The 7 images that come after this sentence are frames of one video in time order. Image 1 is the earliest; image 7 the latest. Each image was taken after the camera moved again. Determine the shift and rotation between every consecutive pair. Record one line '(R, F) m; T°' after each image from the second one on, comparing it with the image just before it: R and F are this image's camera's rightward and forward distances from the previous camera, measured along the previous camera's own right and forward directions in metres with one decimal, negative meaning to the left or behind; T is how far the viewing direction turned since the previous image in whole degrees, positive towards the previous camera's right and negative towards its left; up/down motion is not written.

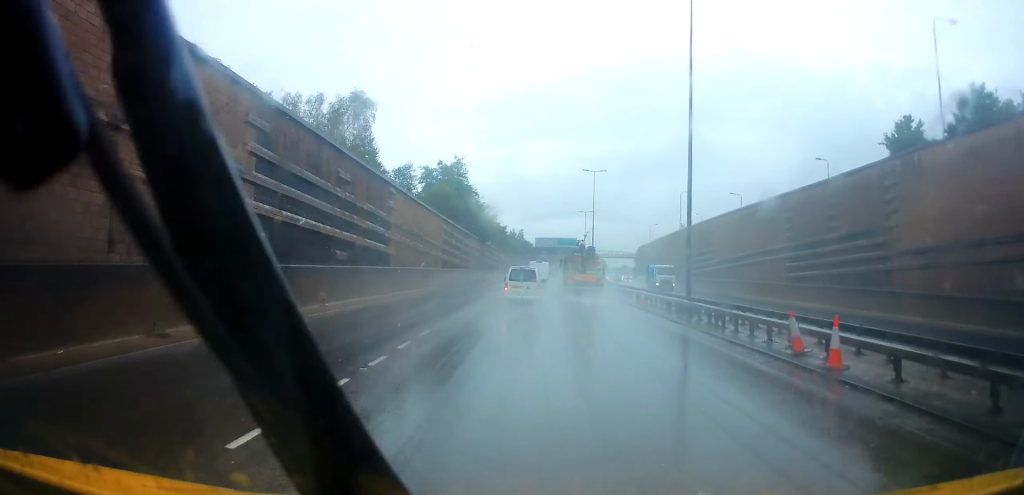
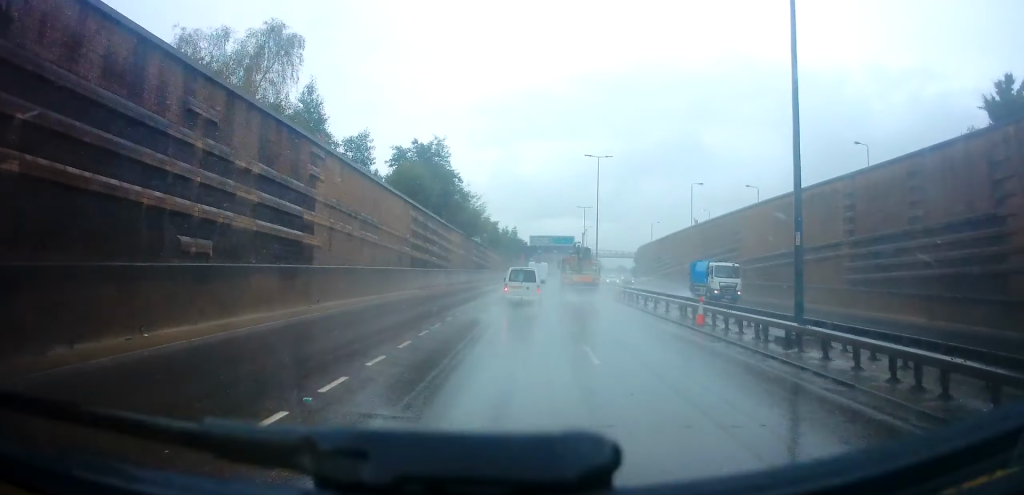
(+0.2, +10.2) m; +1°
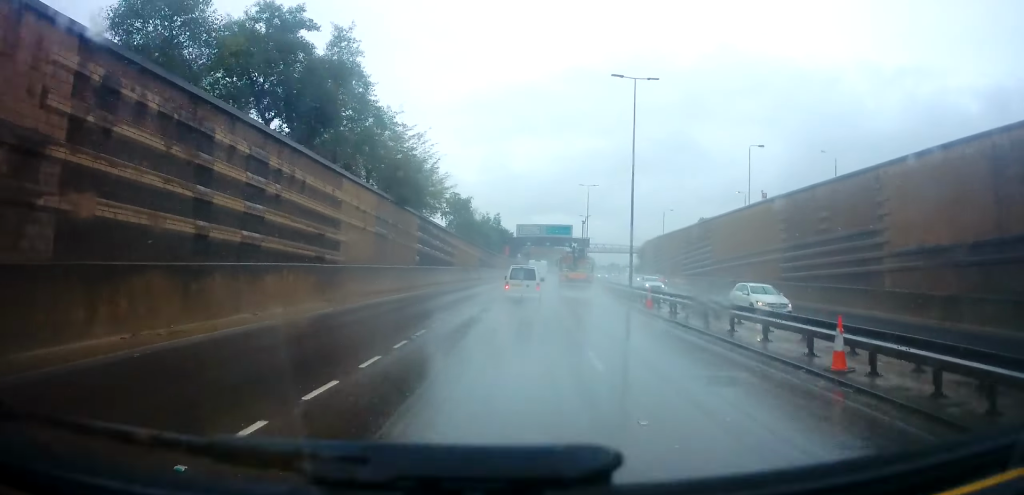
(+0.6, +27.4) m; +2°
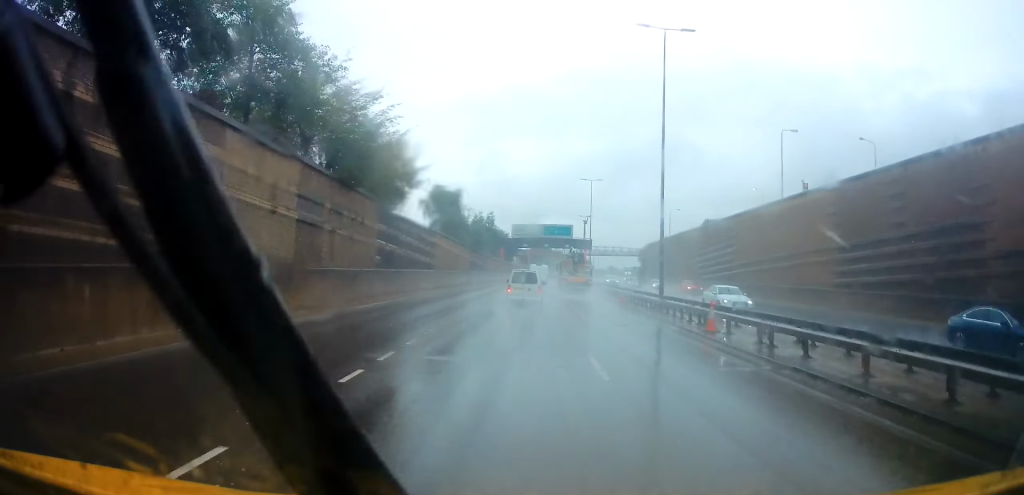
(0.0, +9.4) m; +1°
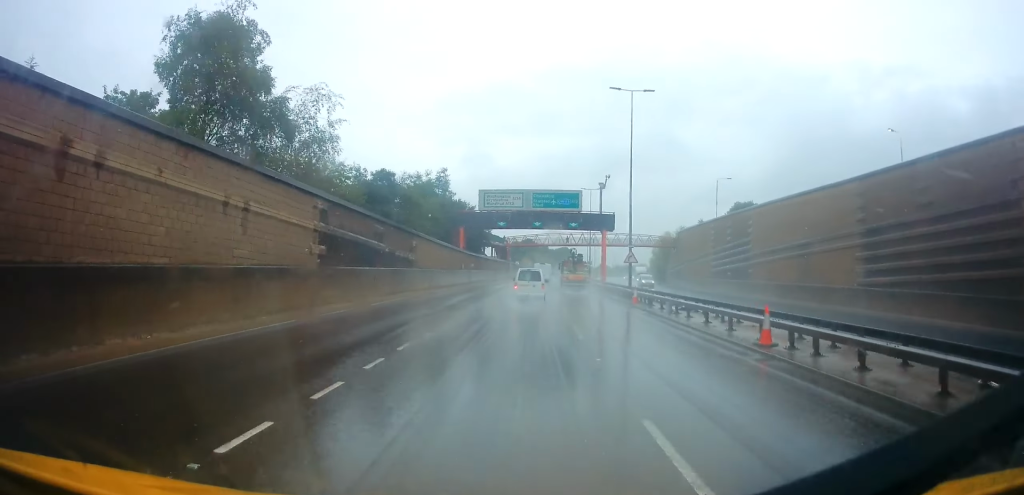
(+0.2, +40.4) m; +1°
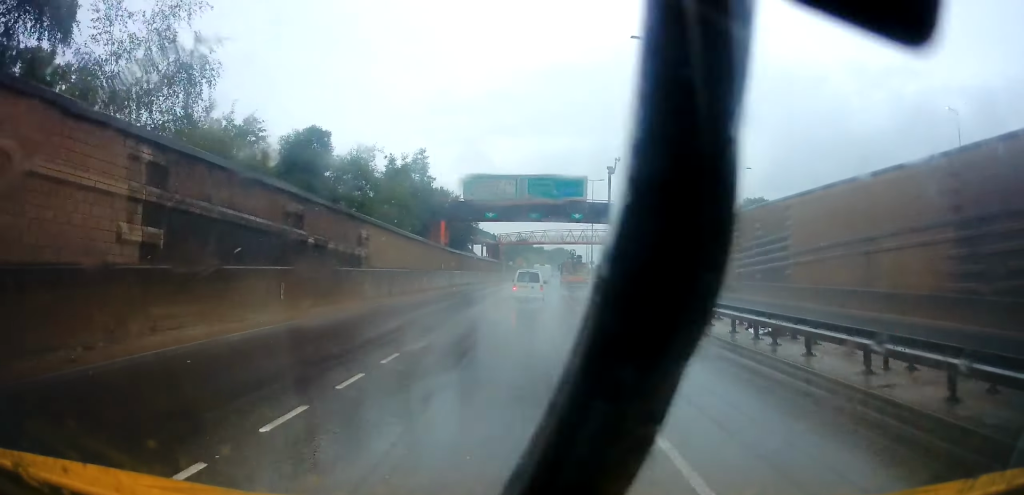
(+0.3, +9.7) m; +1°
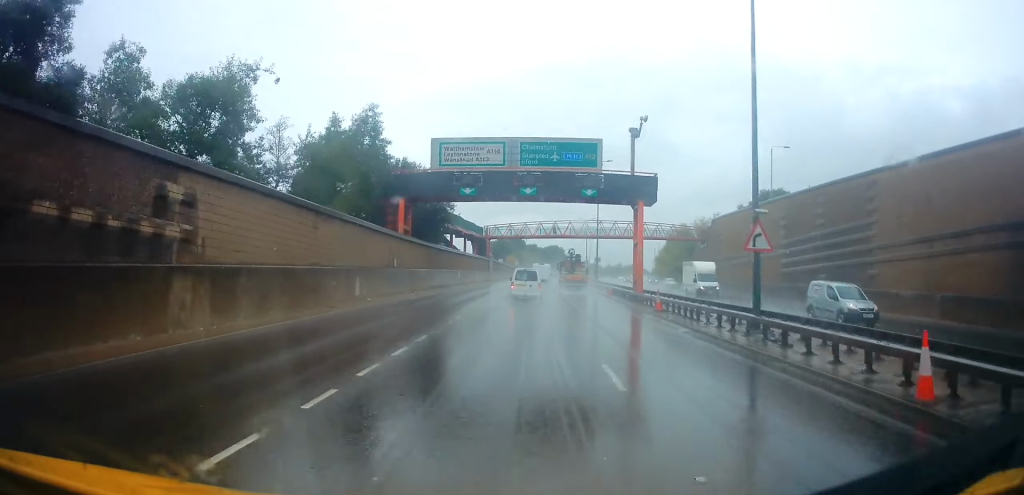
(+0.2, +13.5) m; +1°
